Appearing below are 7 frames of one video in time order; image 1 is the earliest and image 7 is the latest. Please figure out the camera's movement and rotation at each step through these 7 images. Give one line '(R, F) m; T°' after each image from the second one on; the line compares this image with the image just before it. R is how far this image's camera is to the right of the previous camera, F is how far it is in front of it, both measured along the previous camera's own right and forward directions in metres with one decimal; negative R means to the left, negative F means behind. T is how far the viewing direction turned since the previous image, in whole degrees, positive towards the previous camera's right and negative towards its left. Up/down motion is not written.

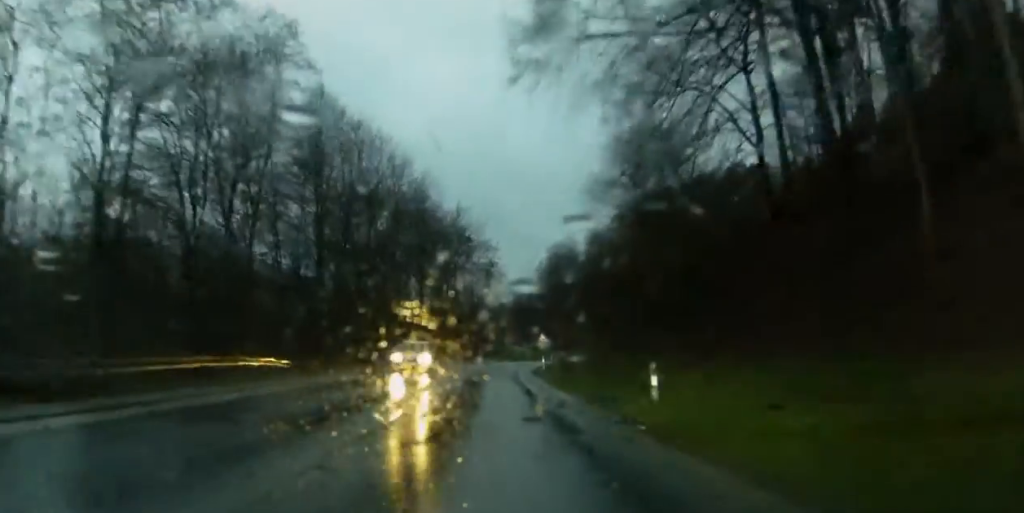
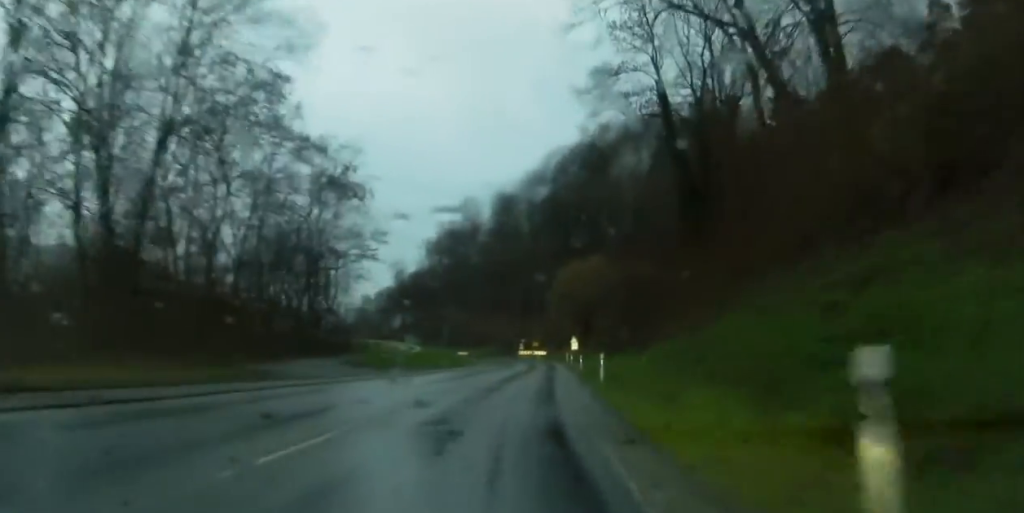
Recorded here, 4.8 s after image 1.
(+7.5, +79.3) m; +11°
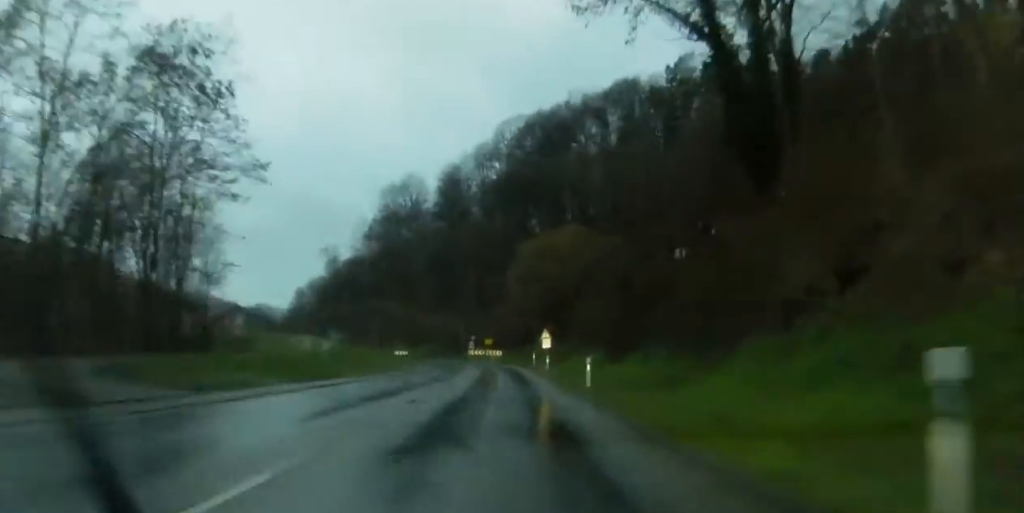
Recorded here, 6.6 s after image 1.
(+1.1, +30.6) m; +2°
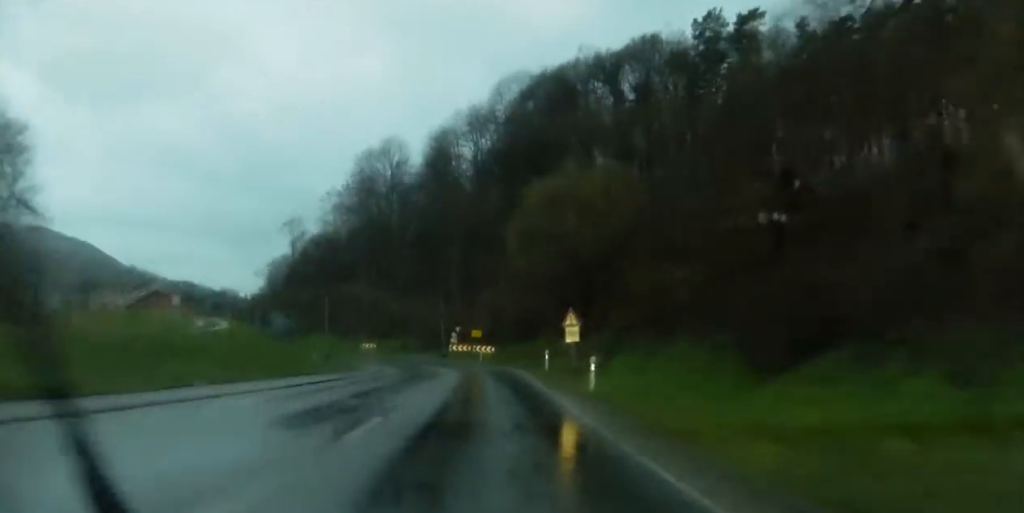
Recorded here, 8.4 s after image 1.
(-0.1, +30.3) m; 0°
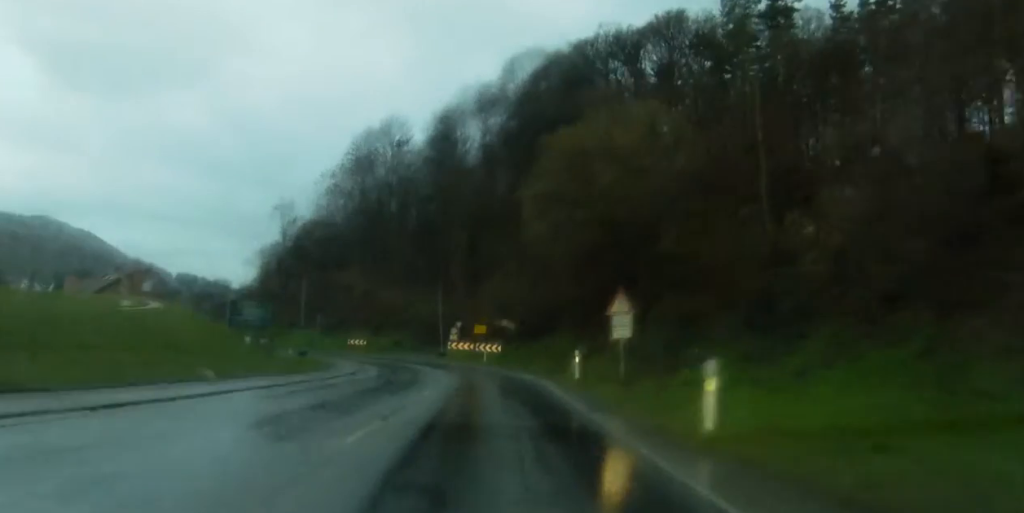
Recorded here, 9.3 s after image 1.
(+0.3, +13.4) m; -1°
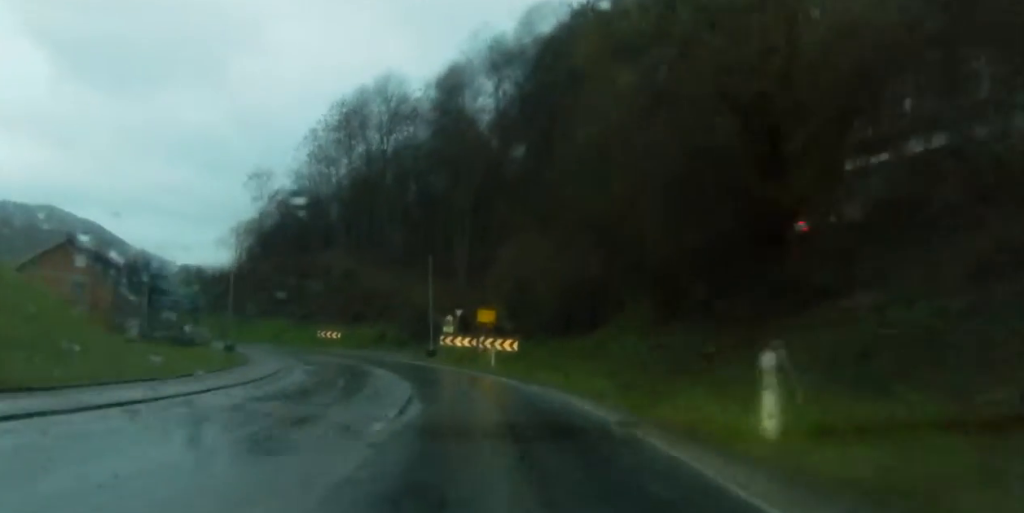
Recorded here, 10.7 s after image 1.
(-0.2, +20.6) m; -3°
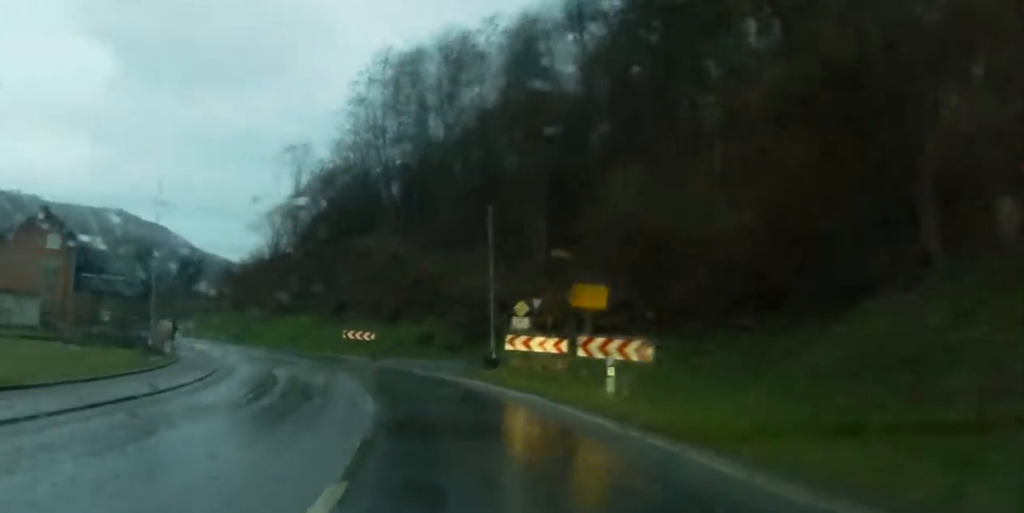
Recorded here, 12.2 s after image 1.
(-0.3, +19.2) m; -6°
